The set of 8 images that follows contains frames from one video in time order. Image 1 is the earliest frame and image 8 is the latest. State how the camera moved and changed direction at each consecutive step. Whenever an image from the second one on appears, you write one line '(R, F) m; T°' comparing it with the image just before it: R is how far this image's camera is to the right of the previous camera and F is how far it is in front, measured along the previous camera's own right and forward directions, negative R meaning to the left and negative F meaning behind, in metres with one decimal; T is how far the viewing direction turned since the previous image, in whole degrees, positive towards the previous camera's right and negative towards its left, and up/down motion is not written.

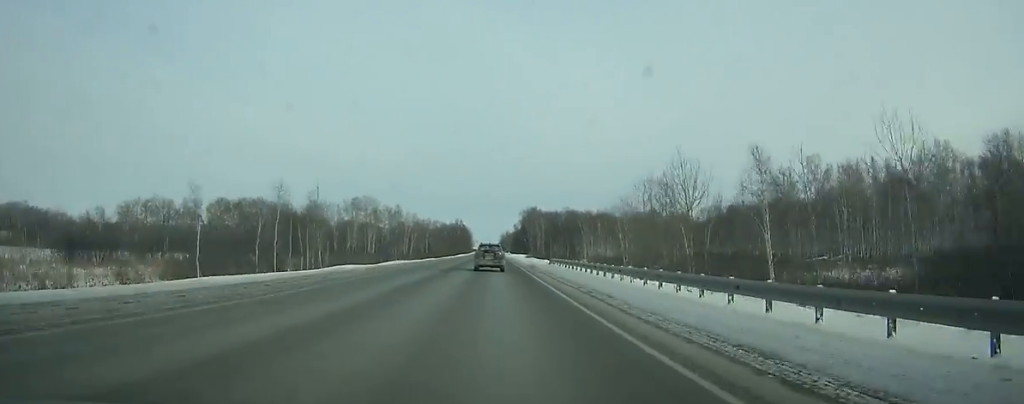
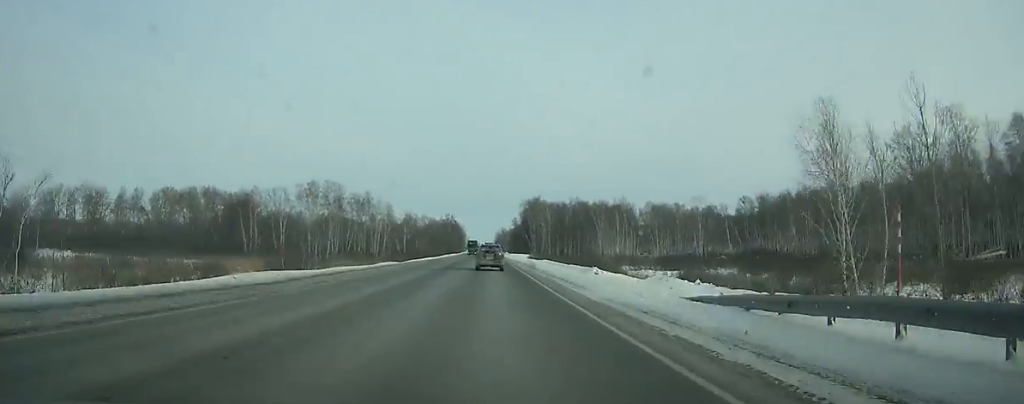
(+0.2, +46.7) m; 0°
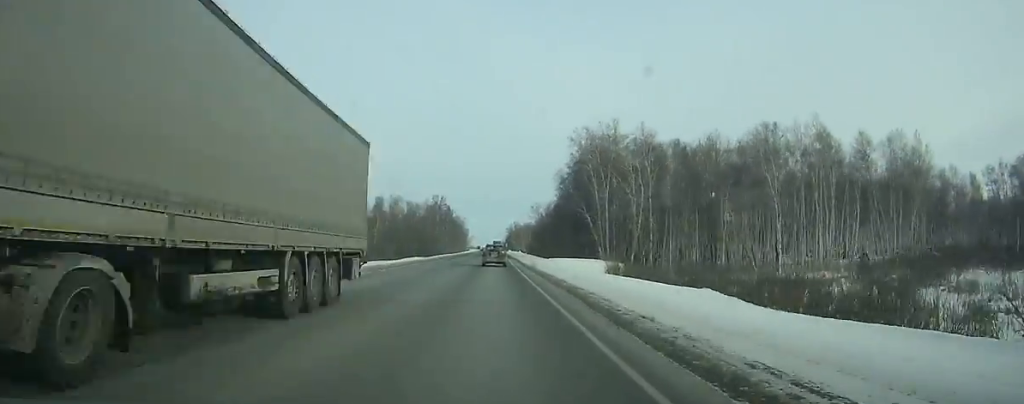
(-0.2, +129.5) m; 0°
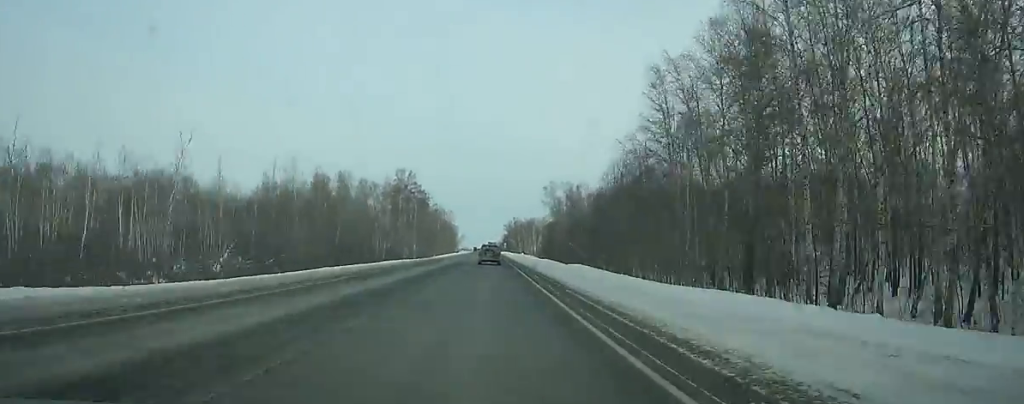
(-0.1, +85.9) m; 0°
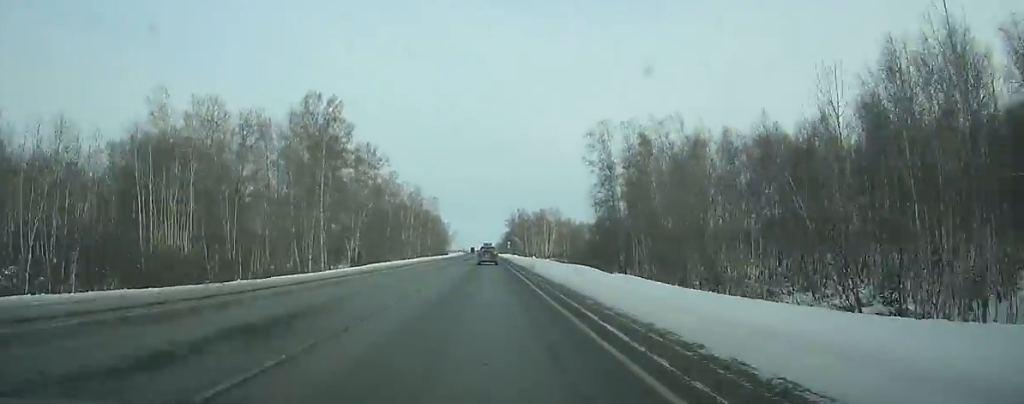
(+0.1, +84.0) m; 0°
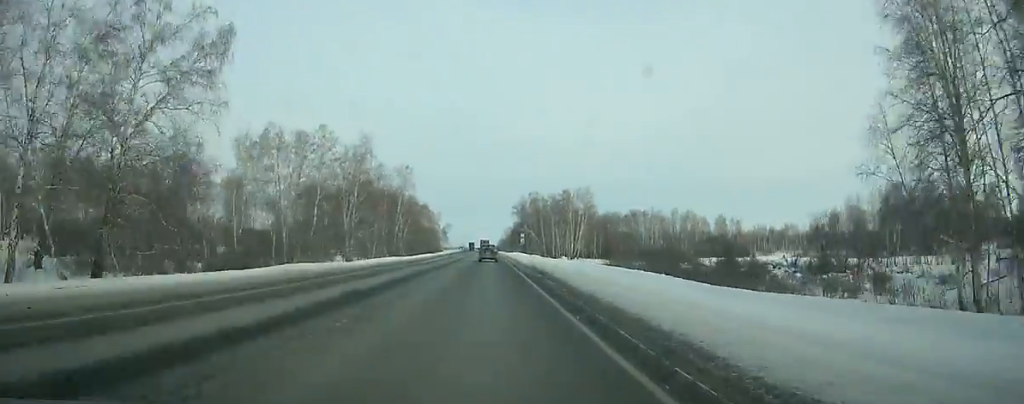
(0.0, +79.4) m; 0°
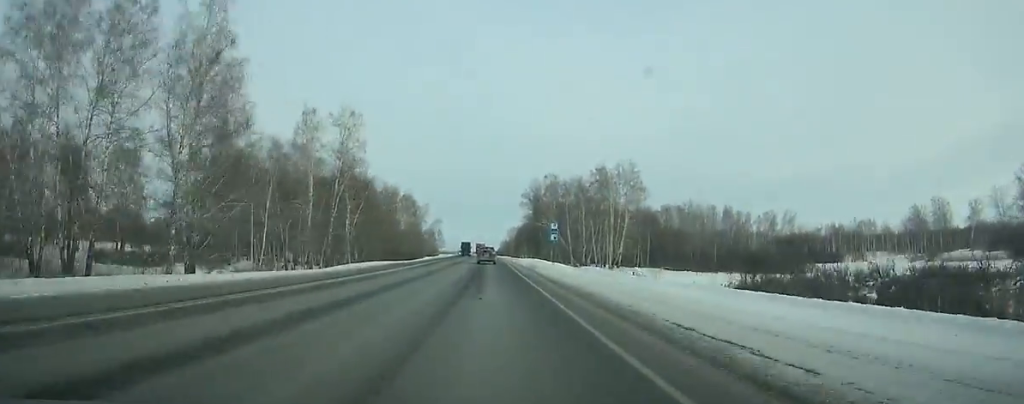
(-0.1, +61.1) m; 0°
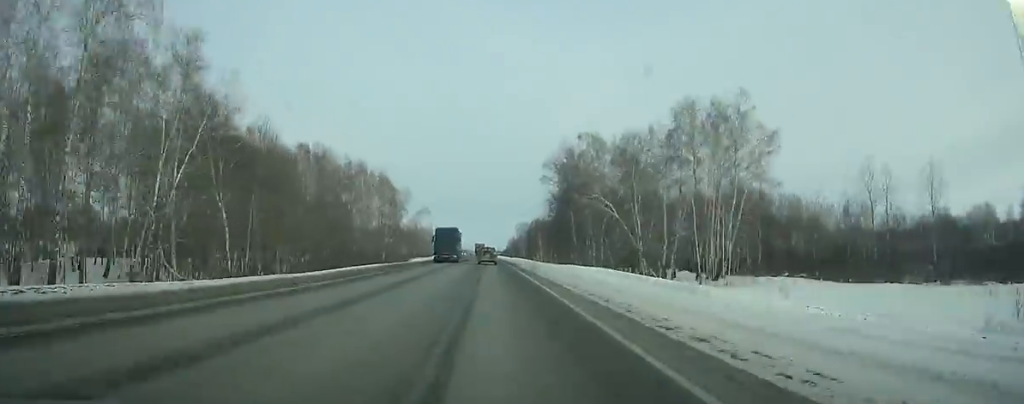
(0.0, +58.5) m; 0°
